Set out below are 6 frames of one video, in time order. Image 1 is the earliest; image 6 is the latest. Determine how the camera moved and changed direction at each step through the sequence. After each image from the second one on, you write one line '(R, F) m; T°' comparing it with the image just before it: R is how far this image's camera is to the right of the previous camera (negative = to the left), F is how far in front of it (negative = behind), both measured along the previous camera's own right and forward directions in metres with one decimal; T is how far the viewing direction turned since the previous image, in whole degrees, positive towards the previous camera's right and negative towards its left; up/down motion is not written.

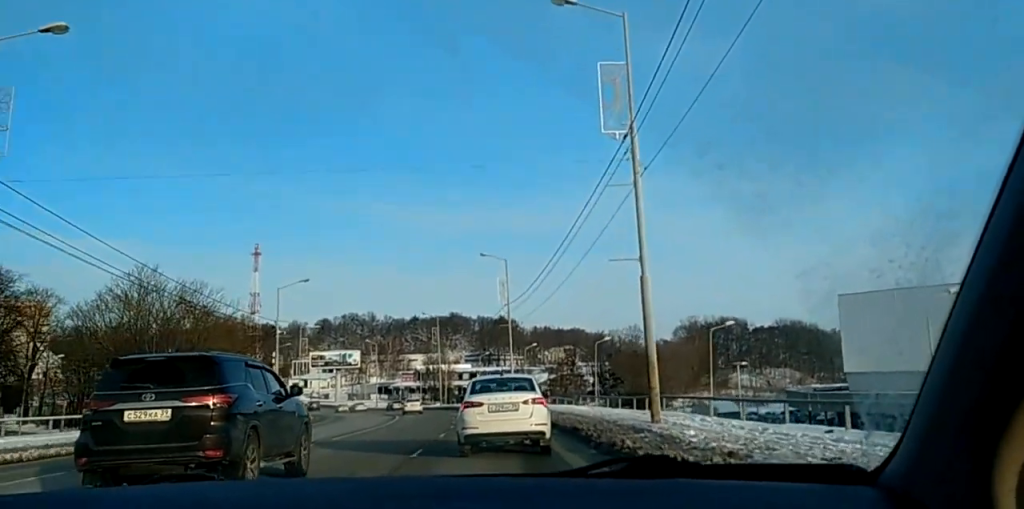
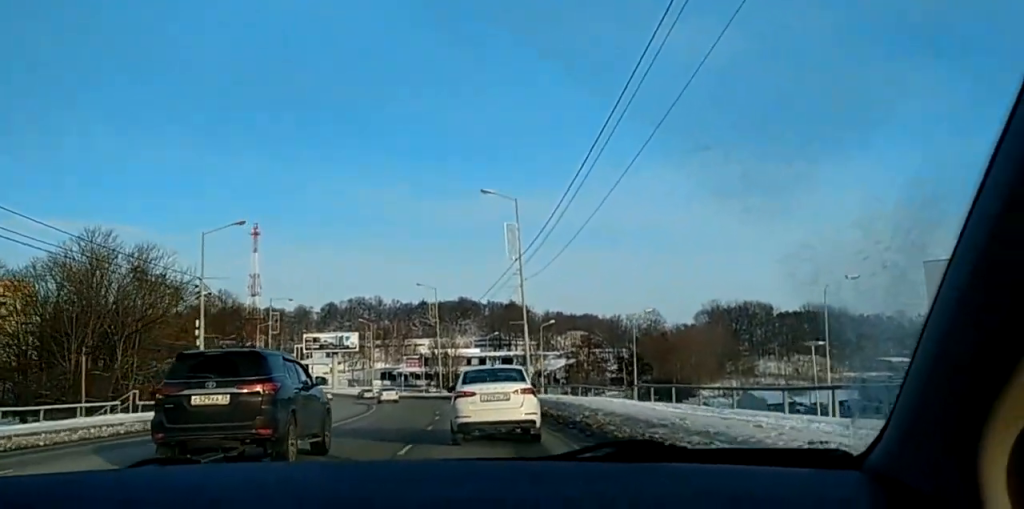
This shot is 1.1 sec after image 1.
(-0.2, +18.3) m; -2°
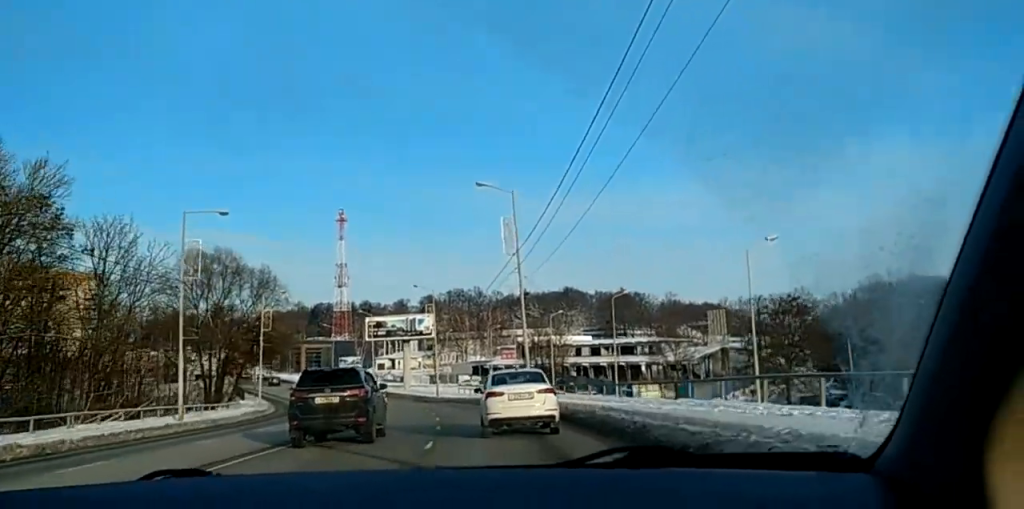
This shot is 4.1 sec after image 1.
(-4.8, +48.0) m; -7°
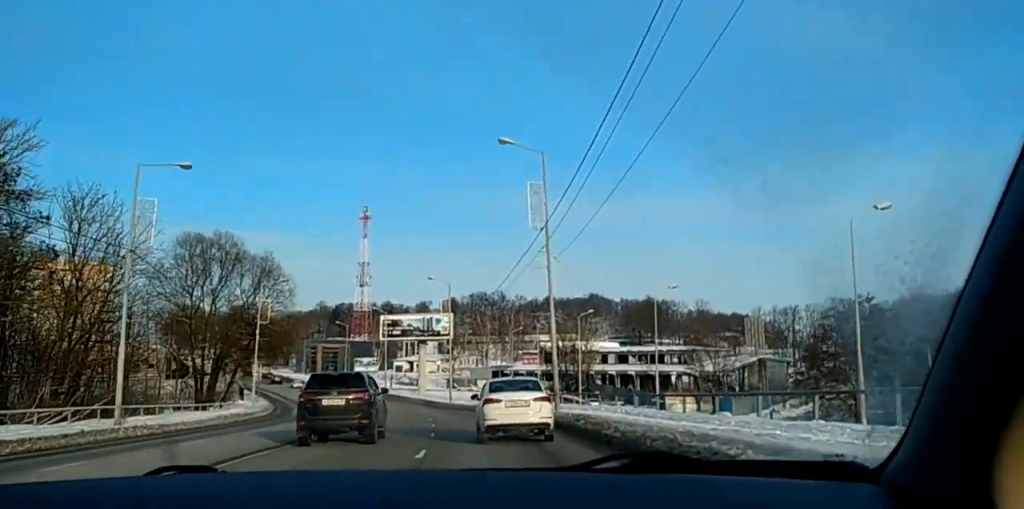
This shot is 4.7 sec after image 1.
(0.0, +9.2) m; 0°
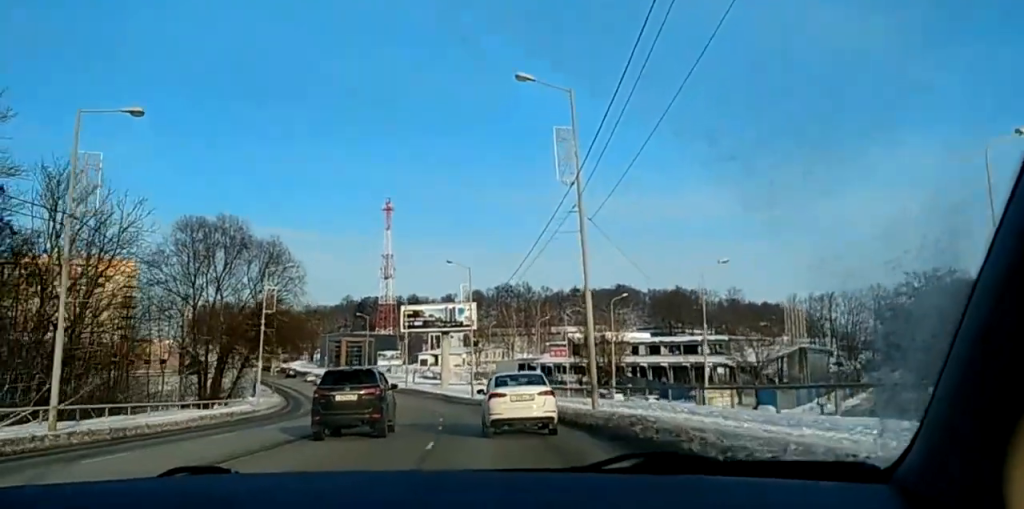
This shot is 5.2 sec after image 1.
(+0.1, +6.7) m; 0°
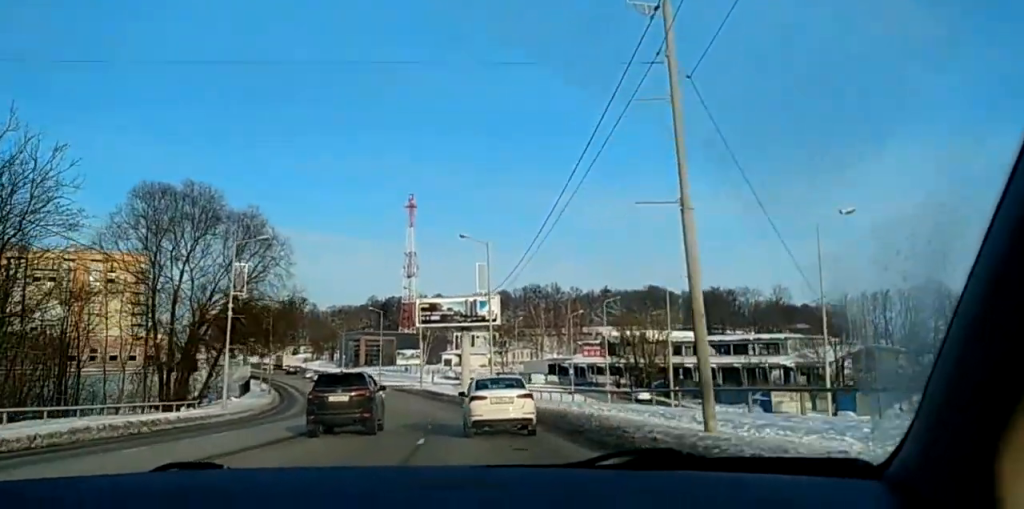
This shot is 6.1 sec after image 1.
(-0.3, +14.0) m; -2°
